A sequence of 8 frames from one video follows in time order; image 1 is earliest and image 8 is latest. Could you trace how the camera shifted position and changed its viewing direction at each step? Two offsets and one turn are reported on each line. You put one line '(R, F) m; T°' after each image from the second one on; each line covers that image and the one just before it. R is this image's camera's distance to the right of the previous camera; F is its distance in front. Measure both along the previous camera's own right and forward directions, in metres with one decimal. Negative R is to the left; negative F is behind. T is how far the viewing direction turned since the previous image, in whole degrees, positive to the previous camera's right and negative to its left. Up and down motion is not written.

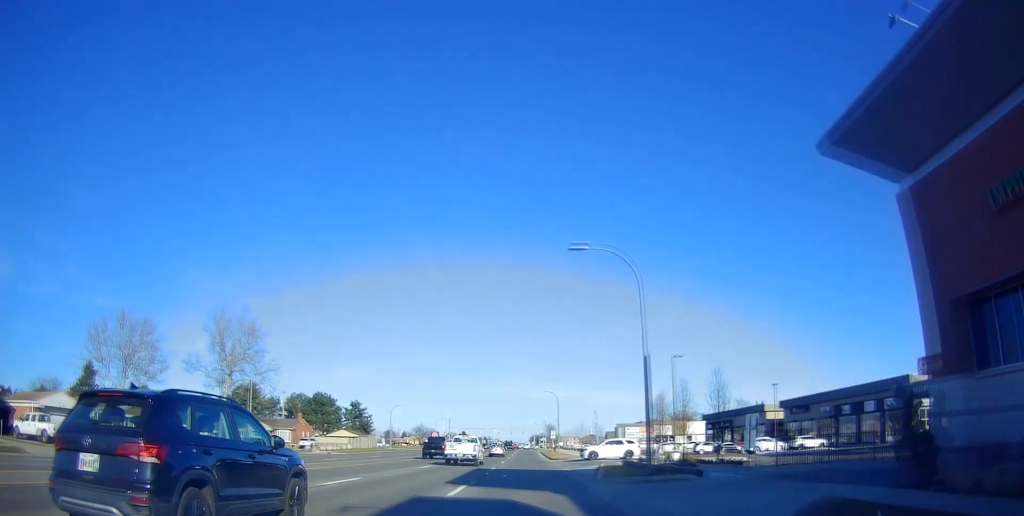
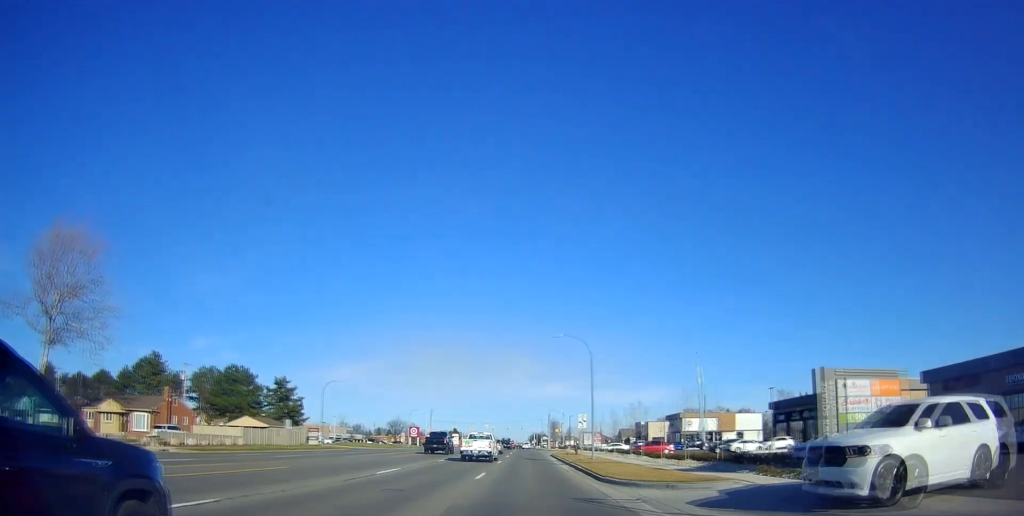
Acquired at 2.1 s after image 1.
(0.0, +41.0) m; -1°
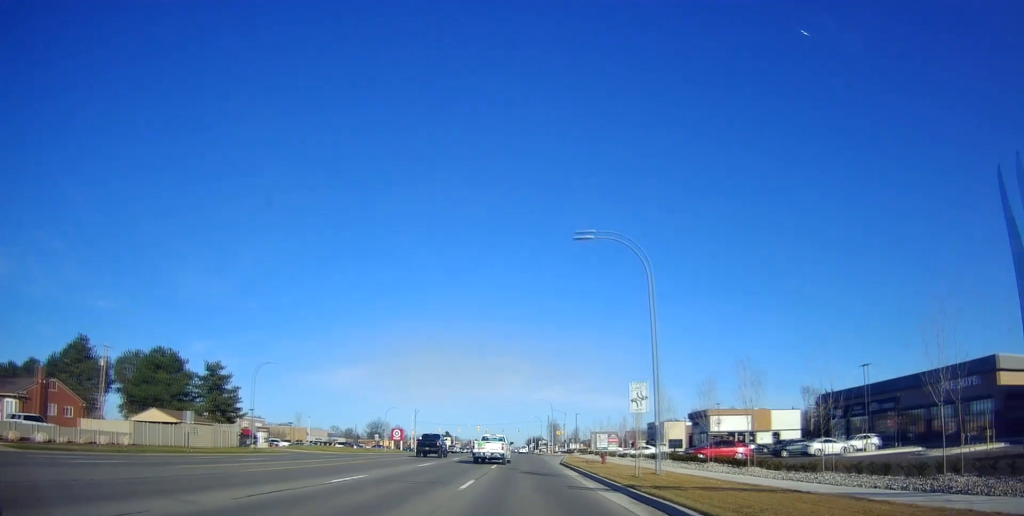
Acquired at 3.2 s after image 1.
(-0.5, +21.1) m; 0°
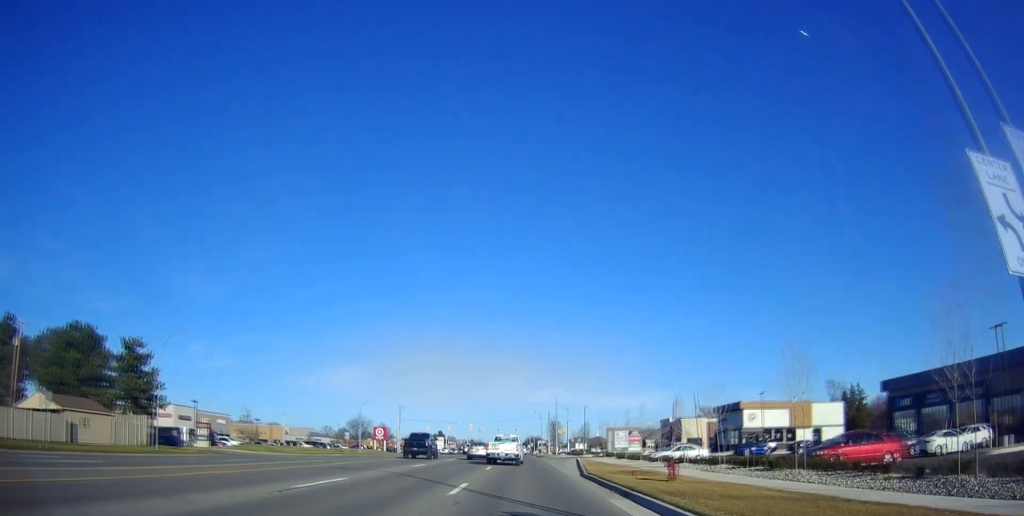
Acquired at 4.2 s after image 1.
(+0.4, +17.7) m; +1°
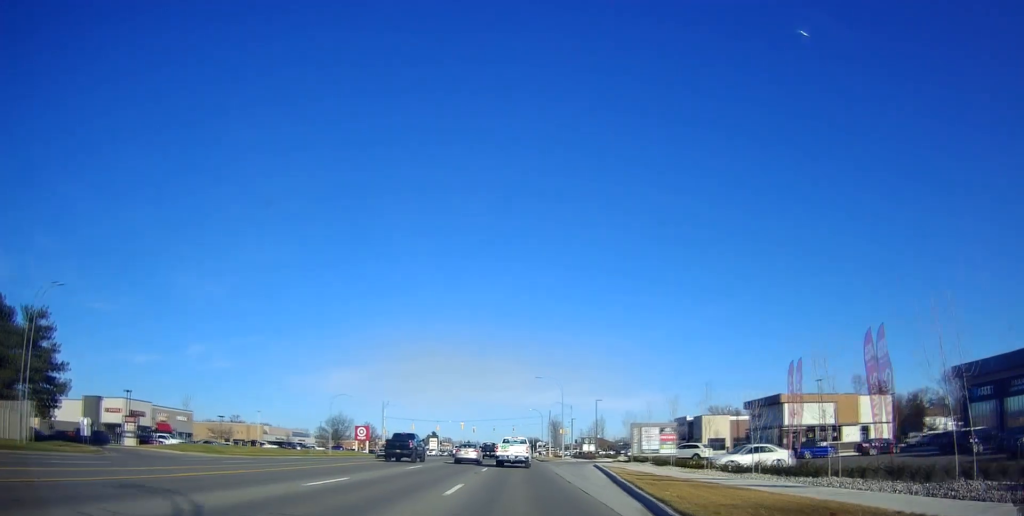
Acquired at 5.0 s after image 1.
(+0.1, +15.5) m; 0°
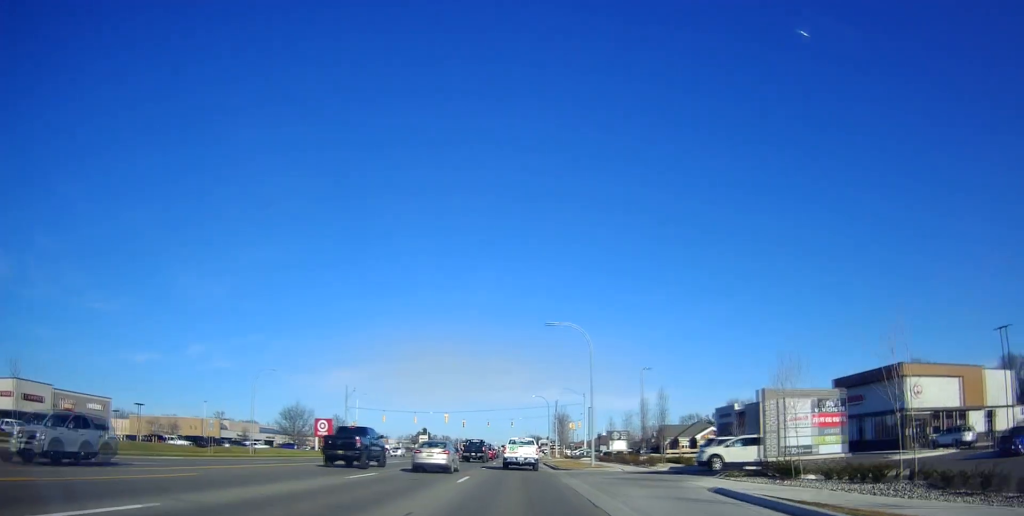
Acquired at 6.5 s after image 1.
(-0.2, +27.0) m; -2°
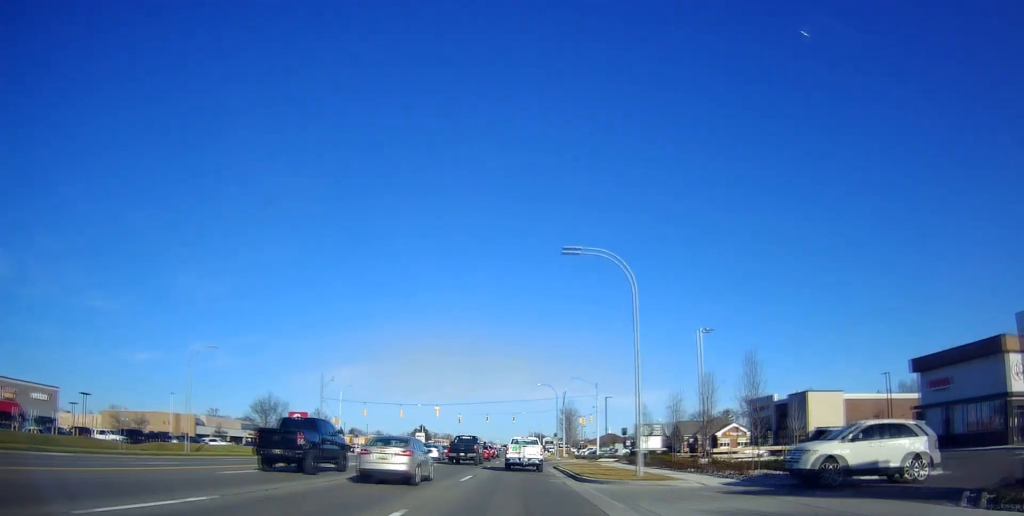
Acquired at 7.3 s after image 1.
(-0.5, +14.0) m; 0°
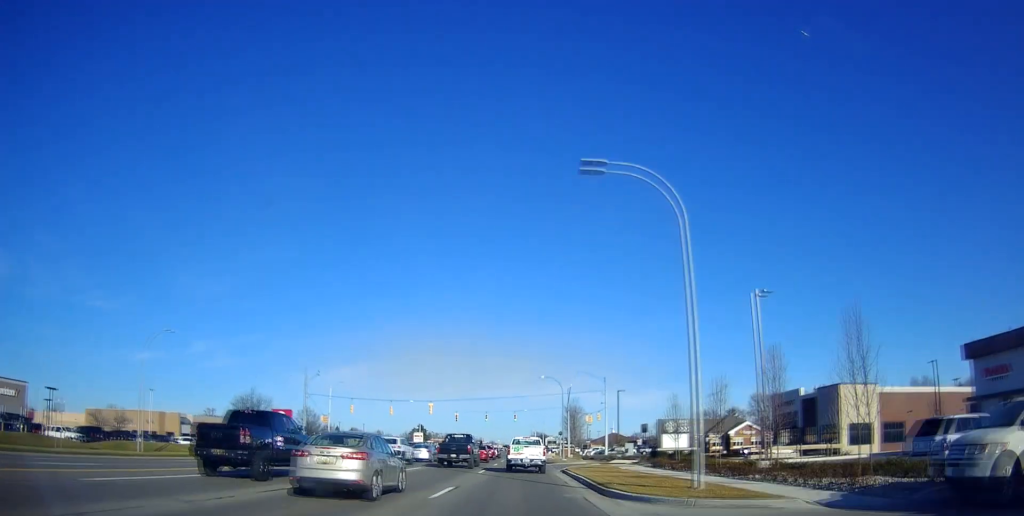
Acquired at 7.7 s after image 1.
(+0.2, +7.4) m; +1°
